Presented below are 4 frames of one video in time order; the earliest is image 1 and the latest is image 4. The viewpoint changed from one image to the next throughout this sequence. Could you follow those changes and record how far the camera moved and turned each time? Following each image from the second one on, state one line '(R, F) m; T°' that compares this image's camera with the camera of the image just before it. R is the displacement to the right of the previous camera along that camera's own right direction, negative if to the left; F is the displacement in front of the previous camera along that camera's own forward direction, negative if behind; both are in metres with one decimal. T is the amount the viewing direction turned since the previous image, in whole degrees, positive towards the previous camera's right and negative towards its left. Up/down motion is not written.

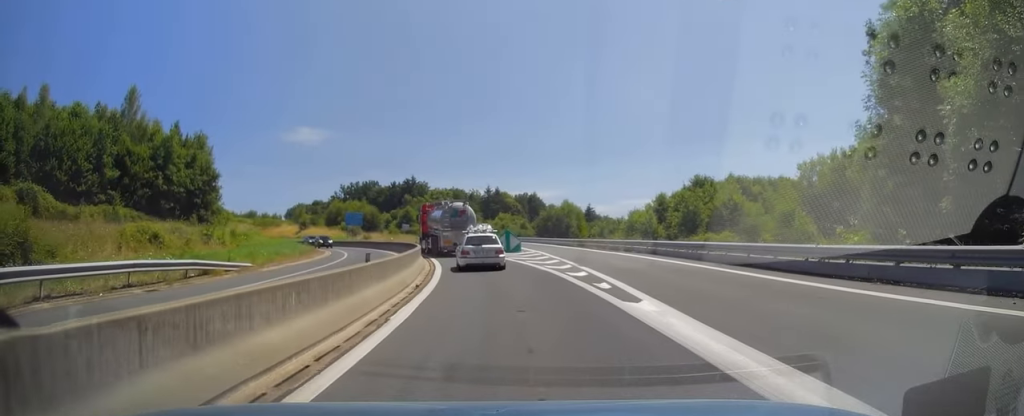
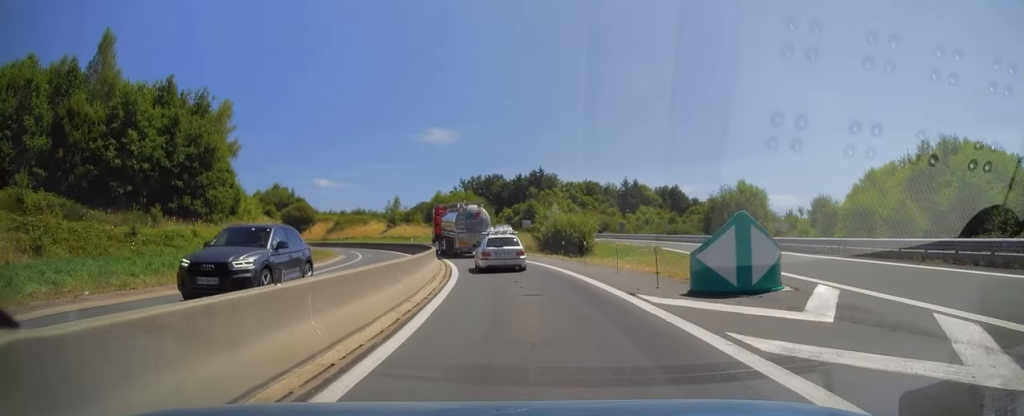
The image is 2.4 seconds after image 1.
(-2.2, +30.5) m; -12°
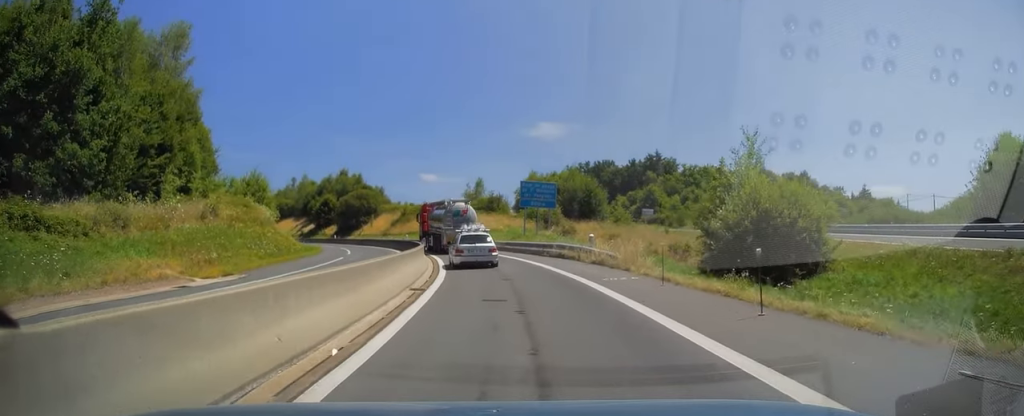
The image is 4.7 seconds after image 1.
(-3.5, +29.5) m; -11°
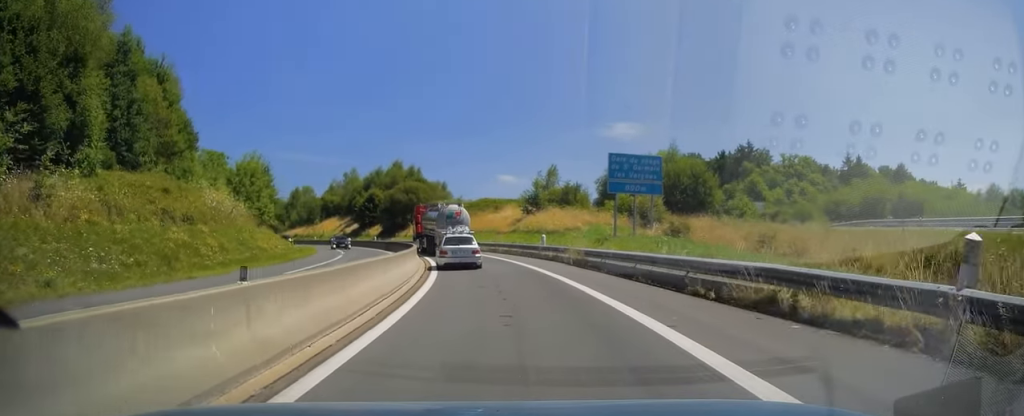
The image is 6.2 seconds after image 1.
(-1.1, +19.8) m; -6°
